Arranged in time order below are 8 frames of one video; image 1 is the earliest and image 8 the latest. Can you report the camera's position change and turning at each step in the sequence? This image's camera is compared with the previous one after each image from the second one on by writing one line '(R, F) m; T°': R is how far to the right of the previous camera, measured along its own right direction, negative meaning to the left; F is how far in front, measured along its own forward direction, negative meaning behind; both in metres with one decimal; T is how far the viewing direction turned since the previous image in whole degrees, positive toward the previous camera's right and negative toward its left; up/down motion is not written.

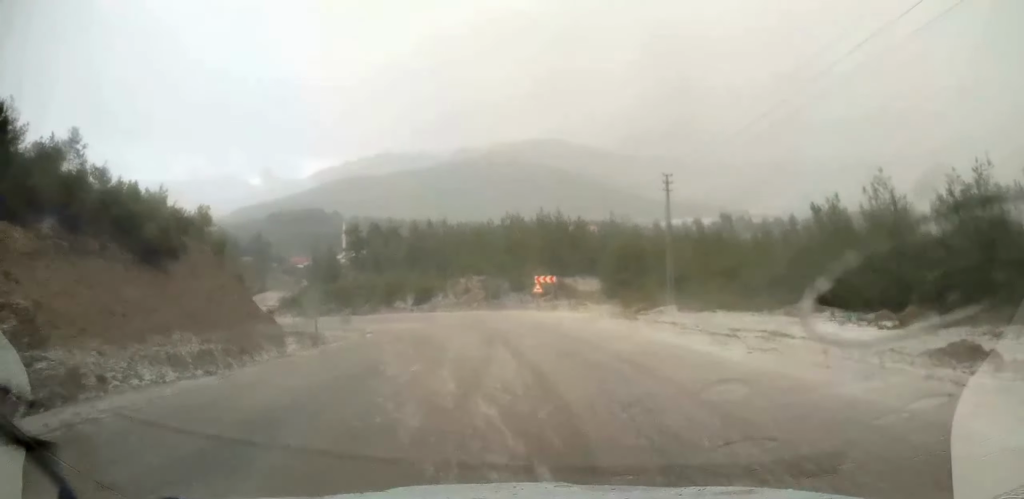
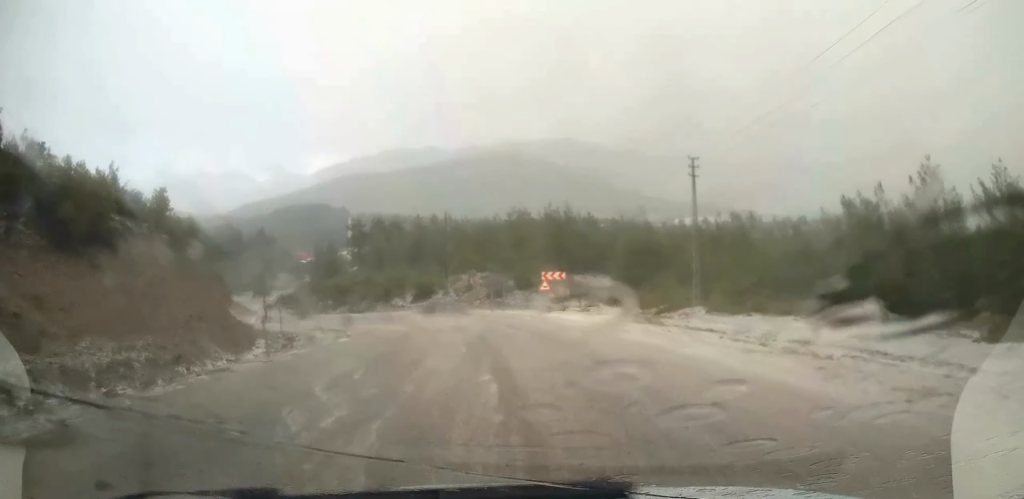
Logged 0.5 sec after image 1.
(0.0, +5.1) m; -1°
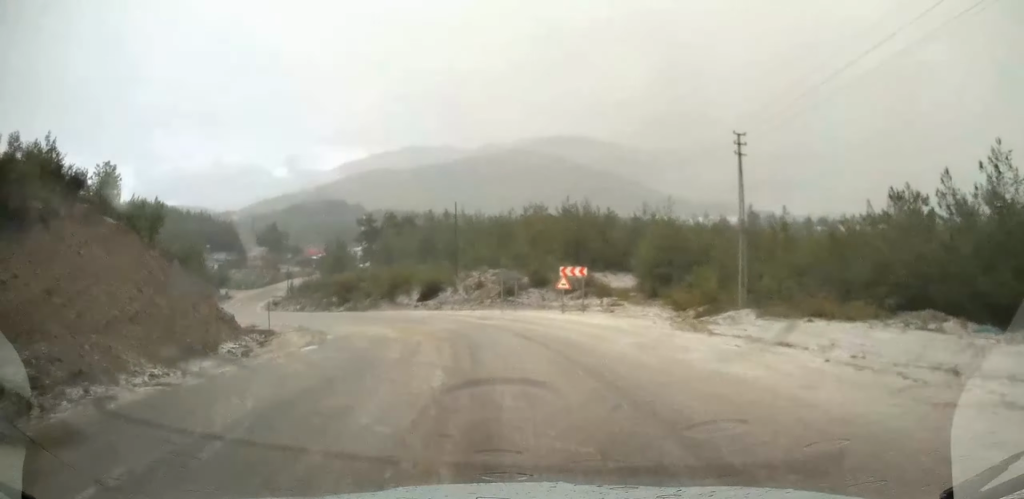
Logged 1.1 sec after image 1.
(+0.1, +5.7) m; -1°
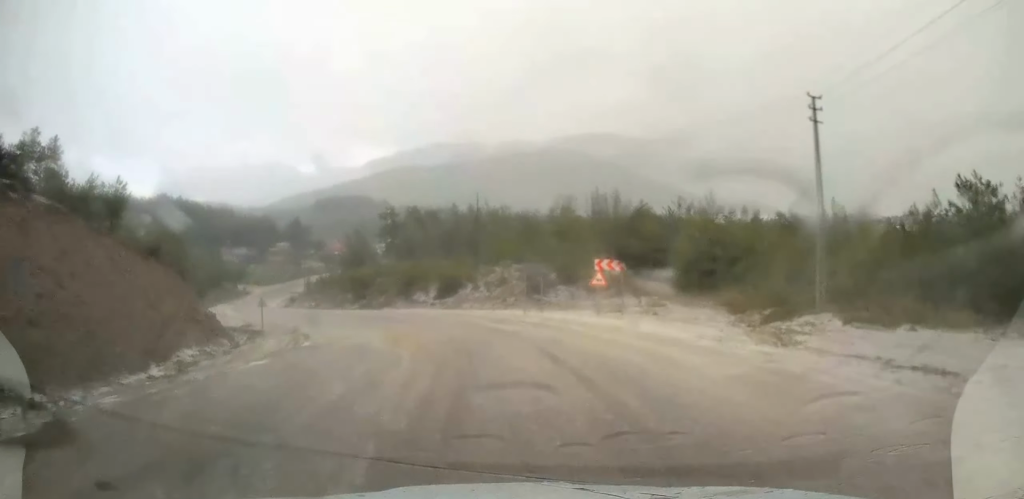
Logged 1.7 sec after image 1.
(-0.1, +6.0) m; -3°
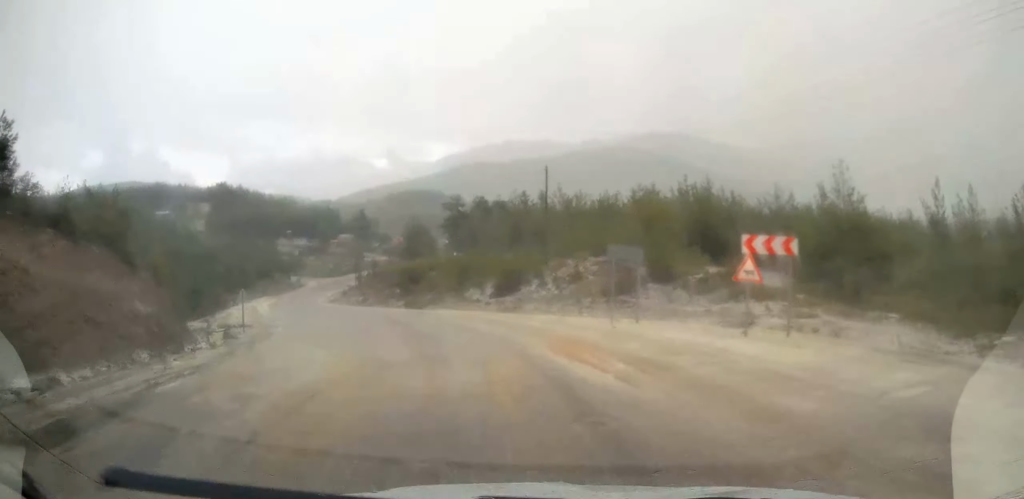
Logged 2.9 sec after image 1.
(-0.7, +12.4) m; -9°
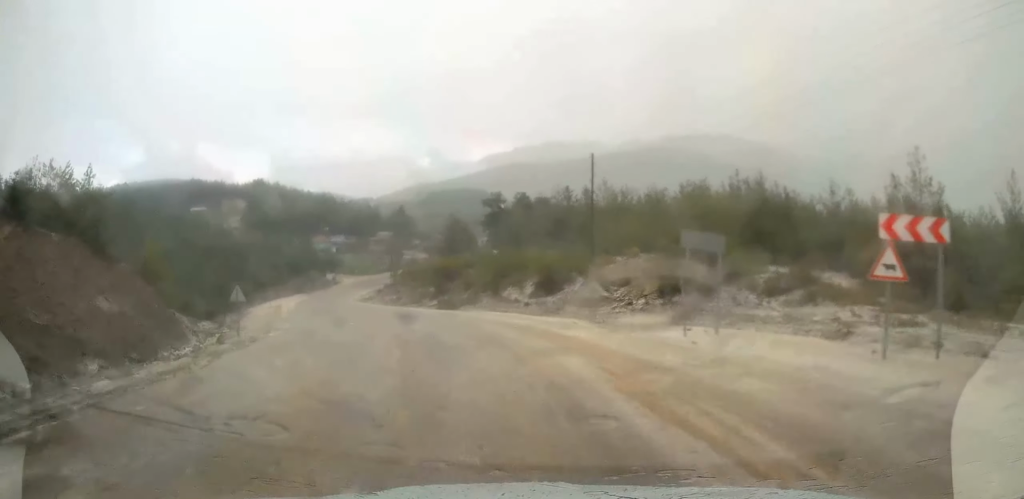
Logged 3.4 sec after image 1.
(-0.2, +4.9) m; -4°
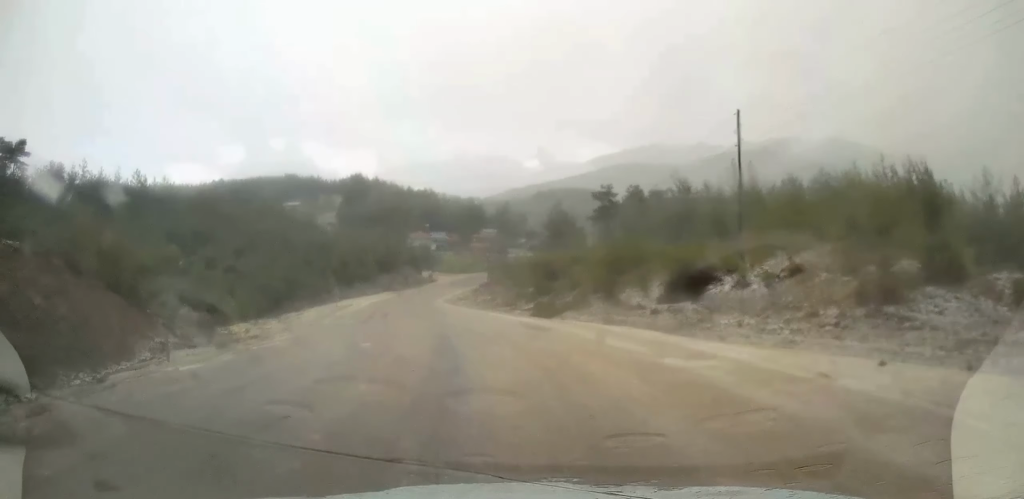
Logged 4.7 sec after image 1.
(-1.1, +12.9) m; -9°
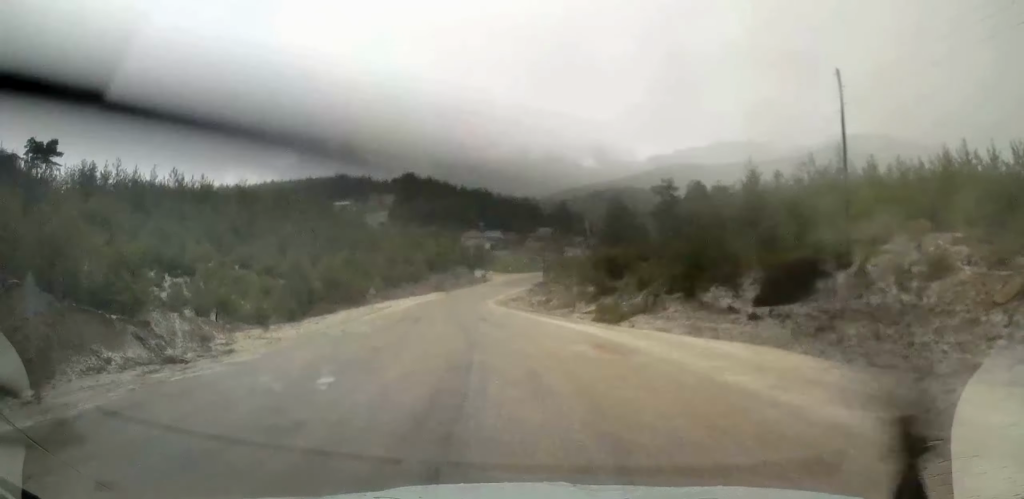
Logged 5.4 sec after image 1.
(-0.2, +7.0) m; -4°
